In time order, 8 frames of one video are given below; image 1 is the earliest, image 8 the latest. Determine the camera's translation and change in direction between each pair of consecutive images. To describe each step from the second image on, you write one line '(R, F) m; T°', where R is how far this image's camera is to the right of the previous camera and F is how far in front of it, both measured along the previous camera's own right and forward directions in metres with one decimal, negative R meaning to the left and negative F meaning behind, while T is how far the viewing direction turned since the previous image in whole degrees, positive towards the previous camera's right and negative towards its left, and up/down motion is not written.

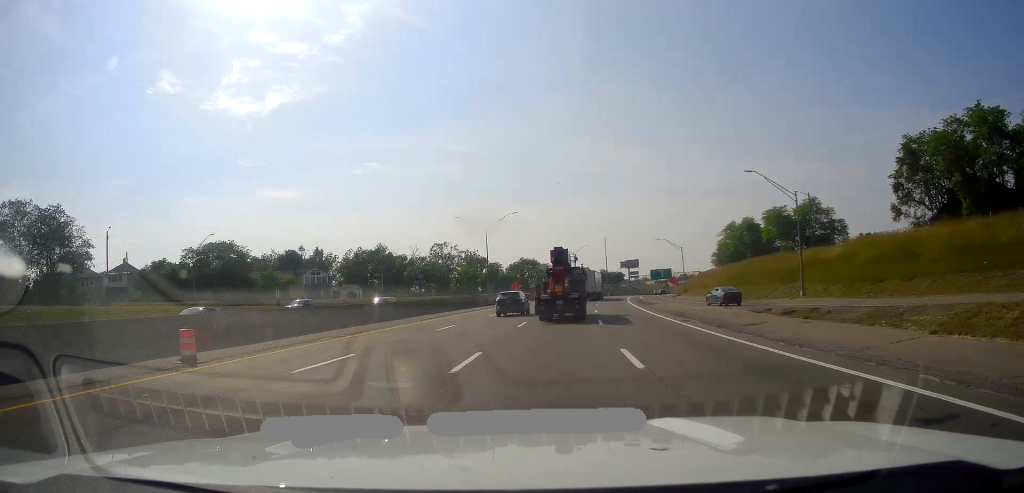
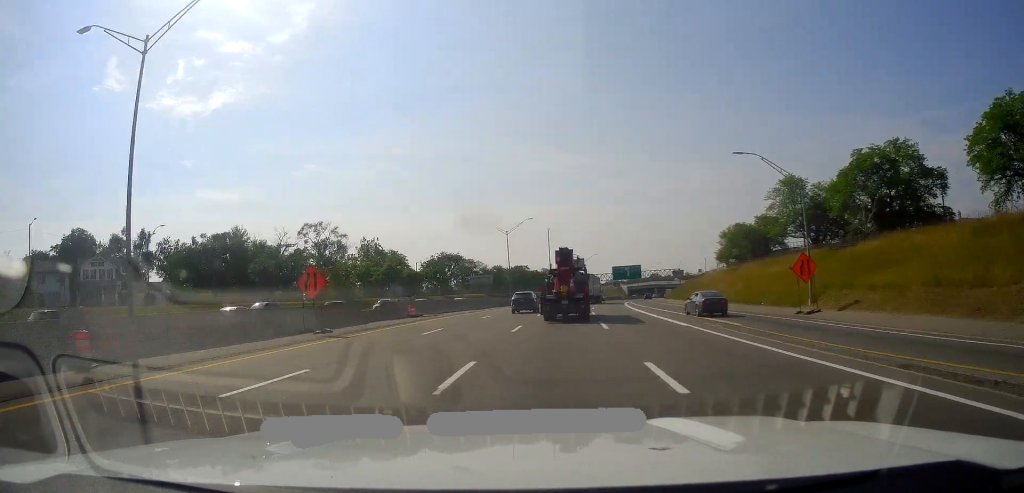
(+3.0, +63.3) m; +5°
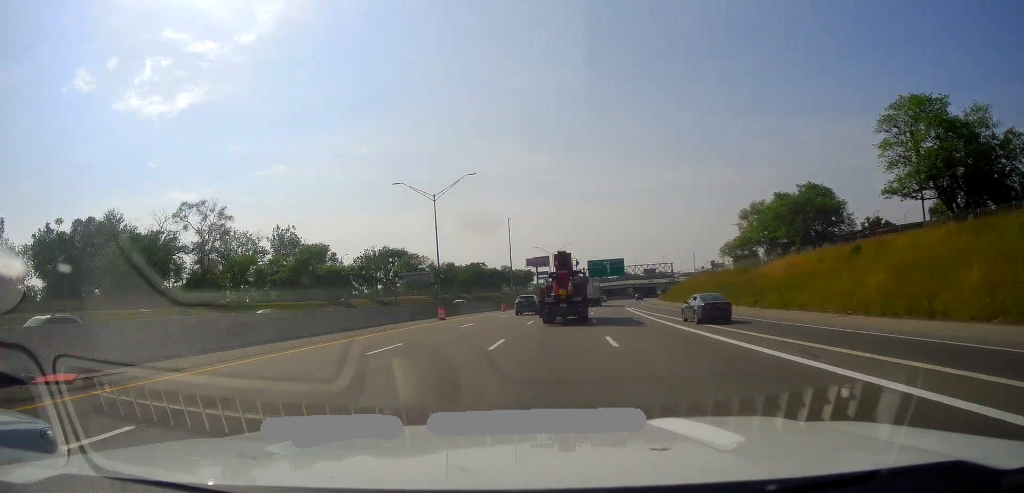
(+1.5, +36.9) m; +5°
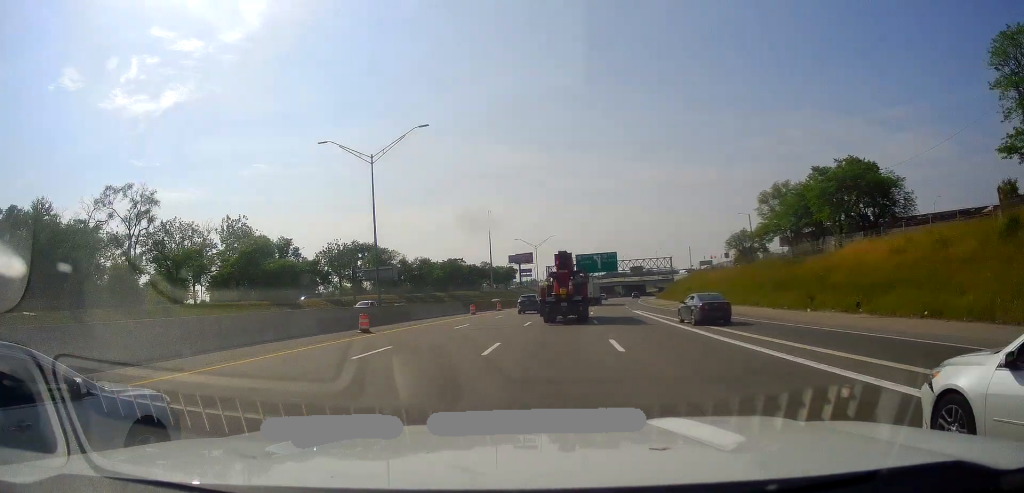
(+0.5, +17.0) m; +2°
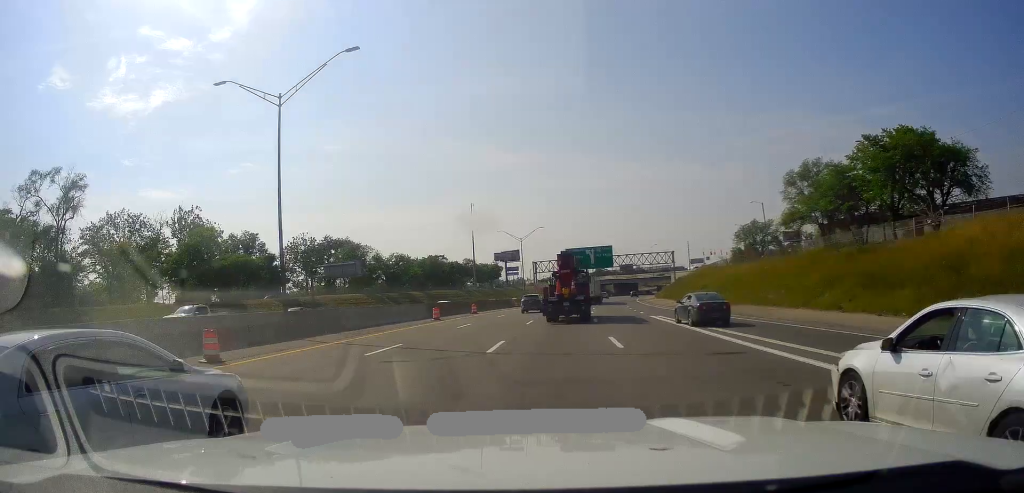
(+0.1, +14.2) m; +1°
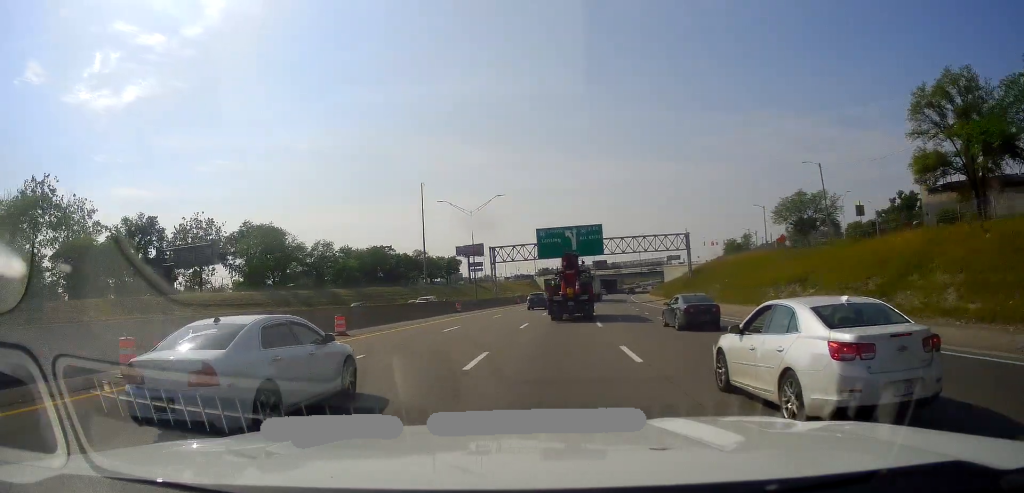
(+0.6, +34.0) m; +3°
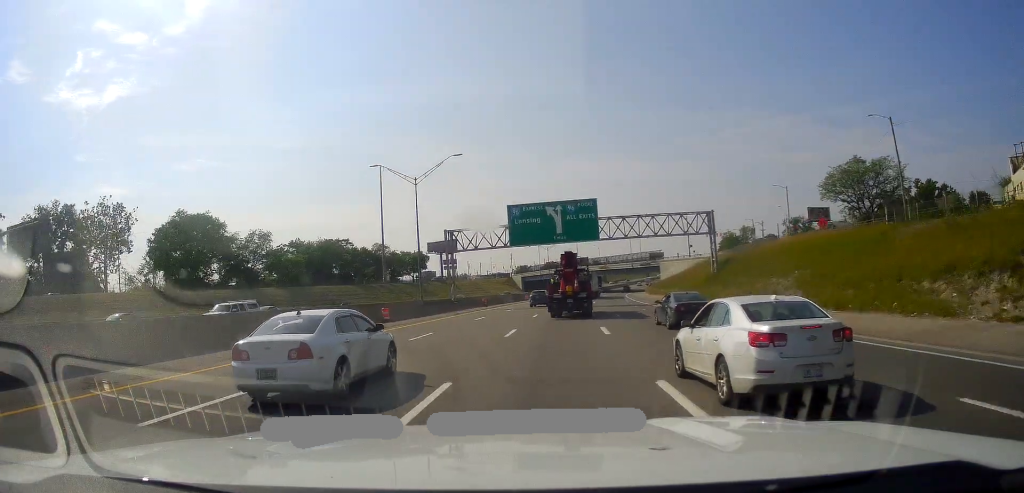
(+0.5, +21.5) m; +2°
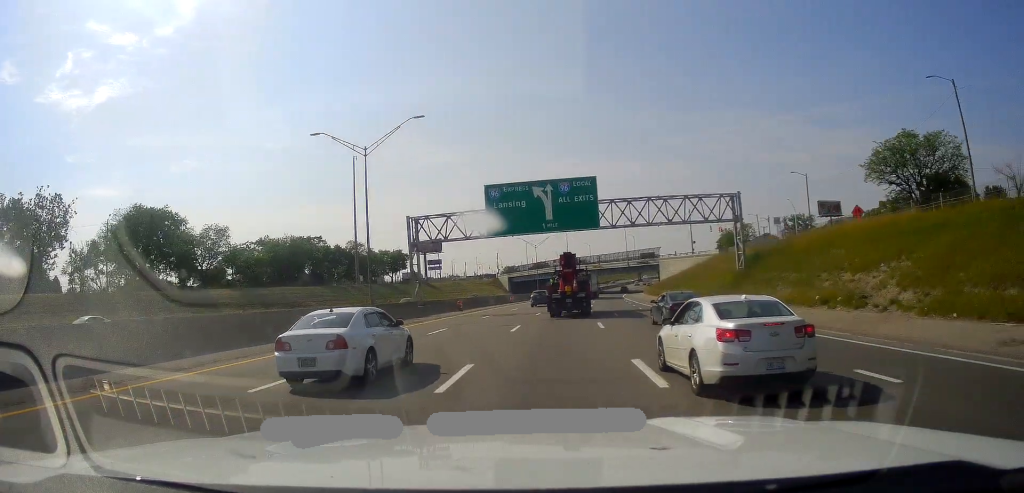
(+0.1, +12.1) m; +1°
